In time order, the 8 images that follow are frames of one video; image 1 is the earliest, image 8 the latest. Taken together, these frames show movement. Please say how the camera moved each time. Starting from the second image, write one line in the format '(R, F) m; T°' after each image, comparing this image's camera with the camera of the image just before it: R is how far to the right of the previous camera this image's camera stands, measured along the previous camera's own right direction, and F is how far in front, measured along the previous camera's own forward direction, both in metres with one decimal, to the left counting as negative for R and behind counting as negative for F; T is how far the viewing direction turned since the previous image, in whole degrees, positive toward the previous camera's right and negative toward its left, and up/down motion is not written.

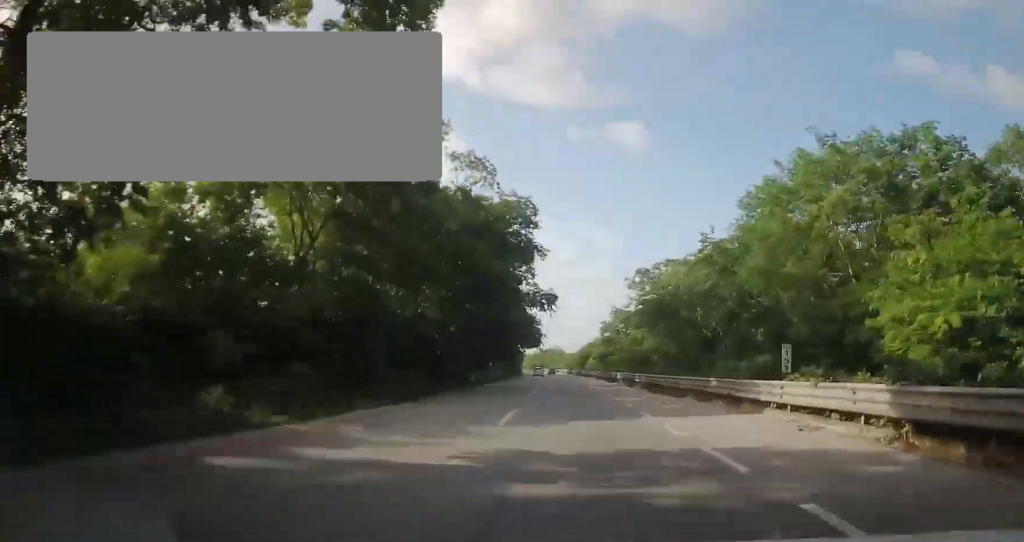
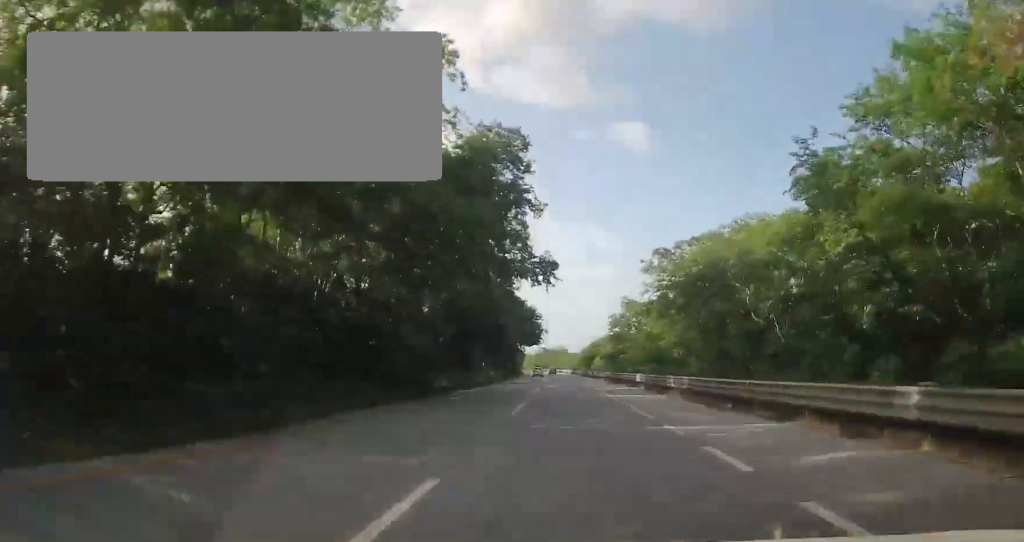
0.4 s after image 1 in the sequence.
(0.0, +12.5) m; 0°
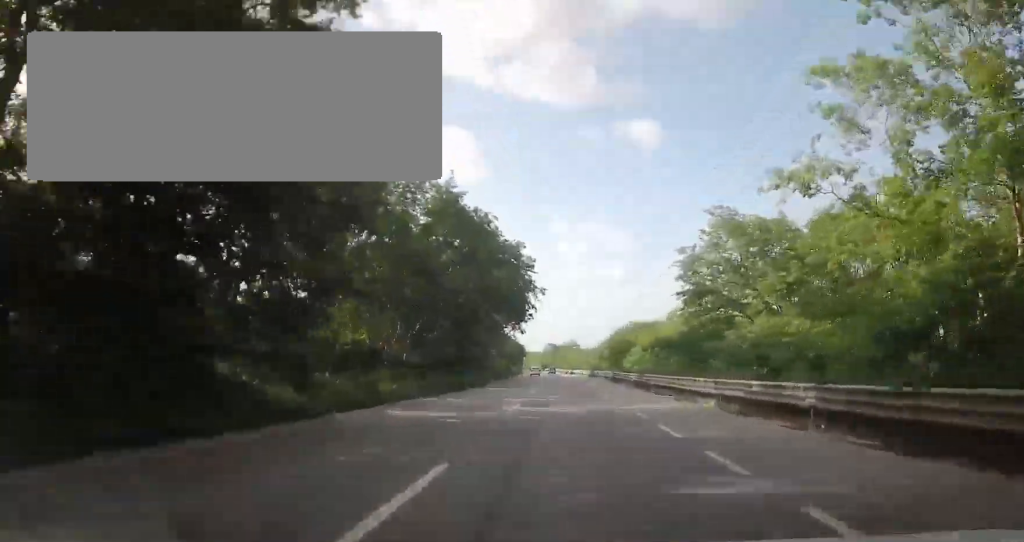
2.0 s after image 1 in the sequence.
(0.0, +46.2) m; -1°
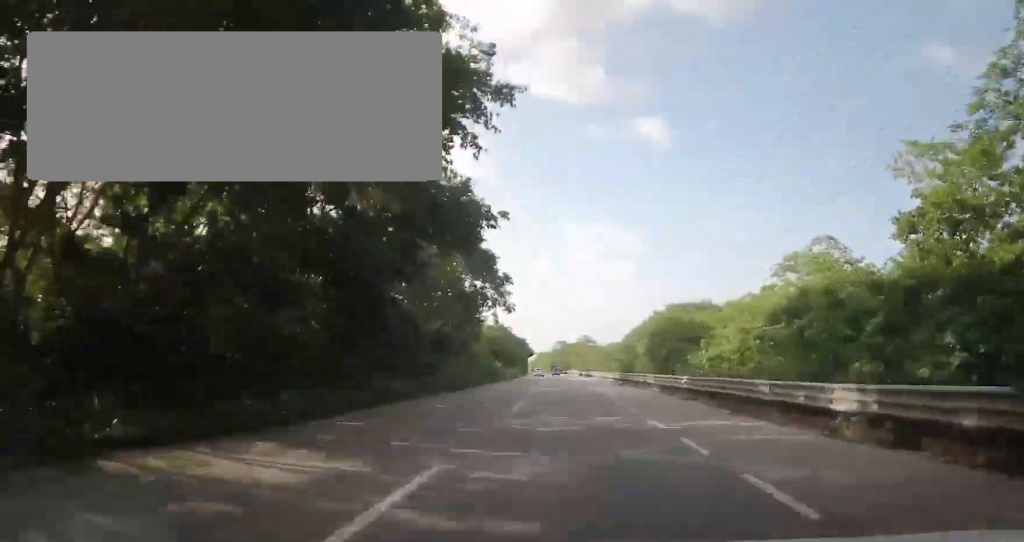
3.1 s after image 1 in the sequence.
(-0.5, +31.9) m; -1°
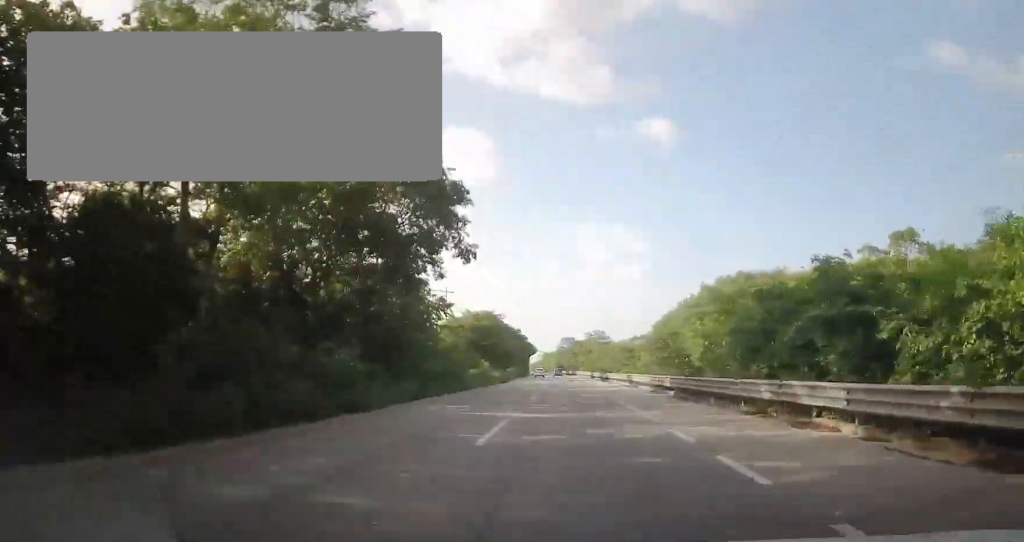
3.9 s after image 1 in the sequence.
(-0.1, +23.5) m; -1°
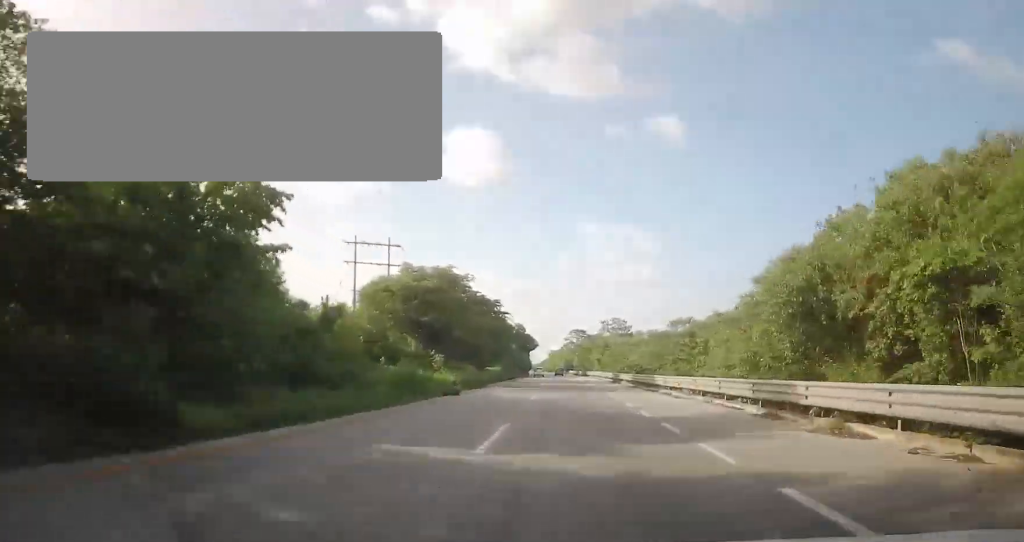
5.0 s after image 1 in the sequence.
(-0.3, +31.8) m; -1°
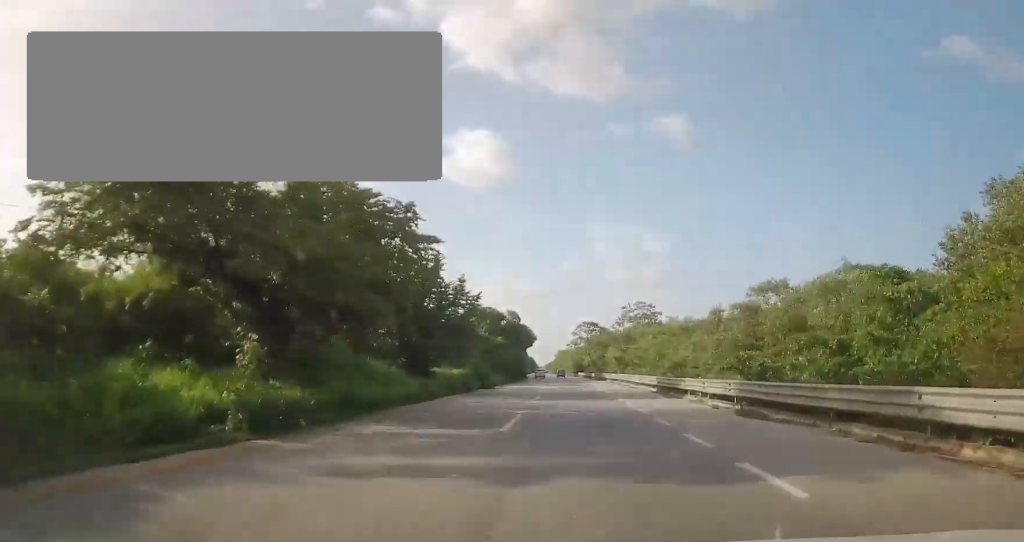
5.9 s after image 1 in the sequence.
(-0.2, +27.6) m; 0°
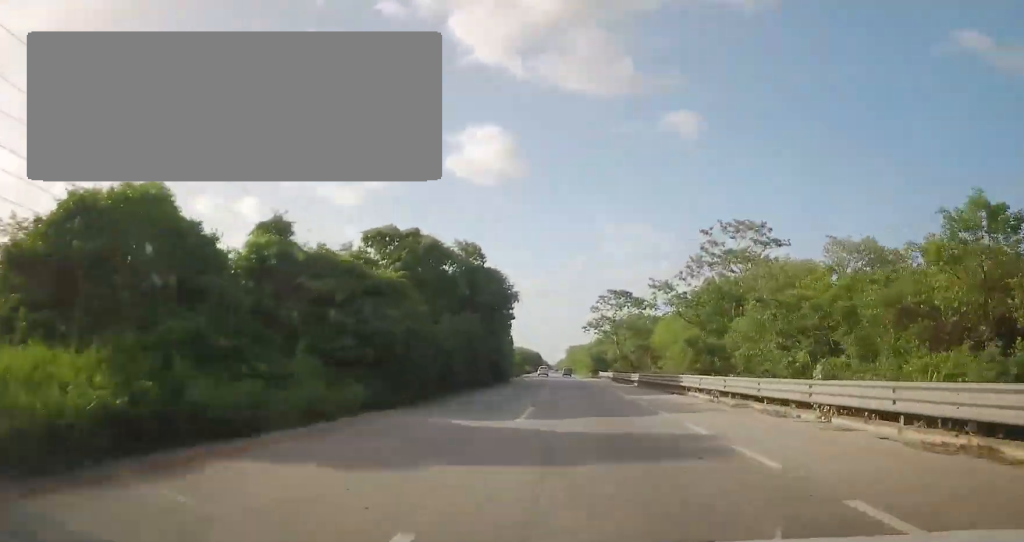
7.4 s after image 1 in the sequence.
(0.0, +44.7) m; 0°
